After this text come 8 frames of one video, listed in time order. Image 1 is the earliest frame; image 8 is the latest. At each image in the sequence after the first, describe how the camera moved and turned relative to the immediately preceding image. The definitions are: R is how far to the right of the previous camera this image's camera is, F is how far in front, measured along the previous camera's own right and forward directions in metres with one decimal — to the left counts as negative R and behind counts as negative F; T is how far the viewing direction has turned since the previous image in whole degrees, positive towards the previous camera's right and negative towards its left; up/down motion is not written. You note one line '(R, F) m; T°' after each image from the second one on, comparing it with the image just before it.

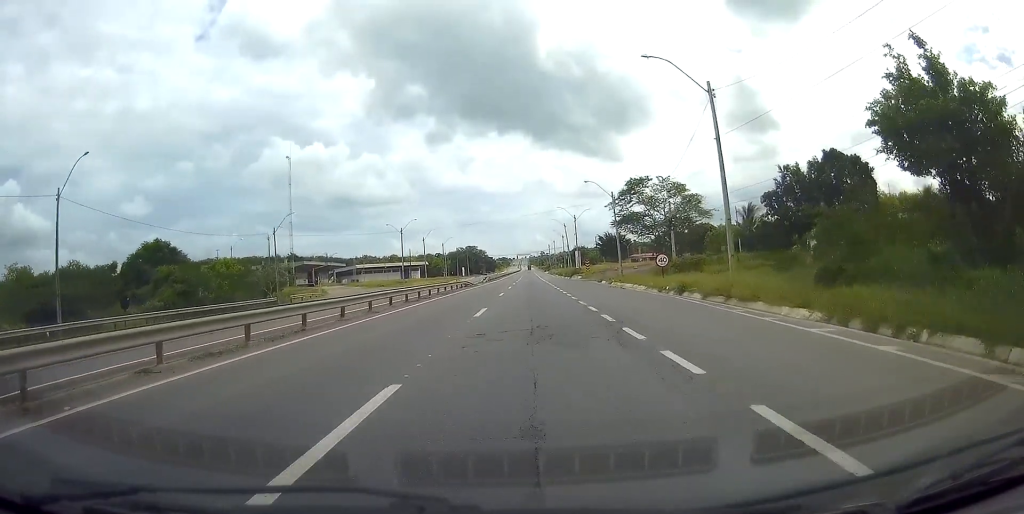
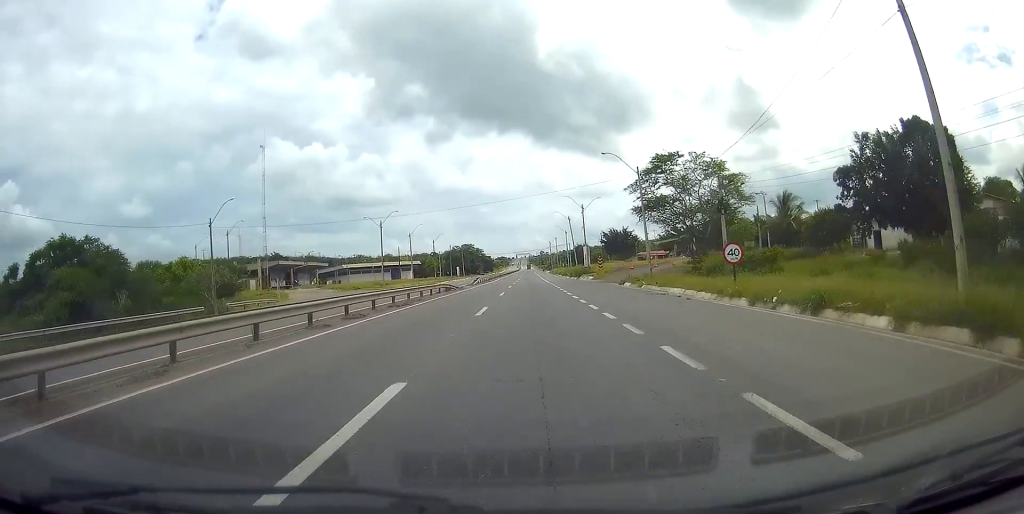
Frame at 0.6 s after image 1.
(-0.1, +15.5) m; 0°
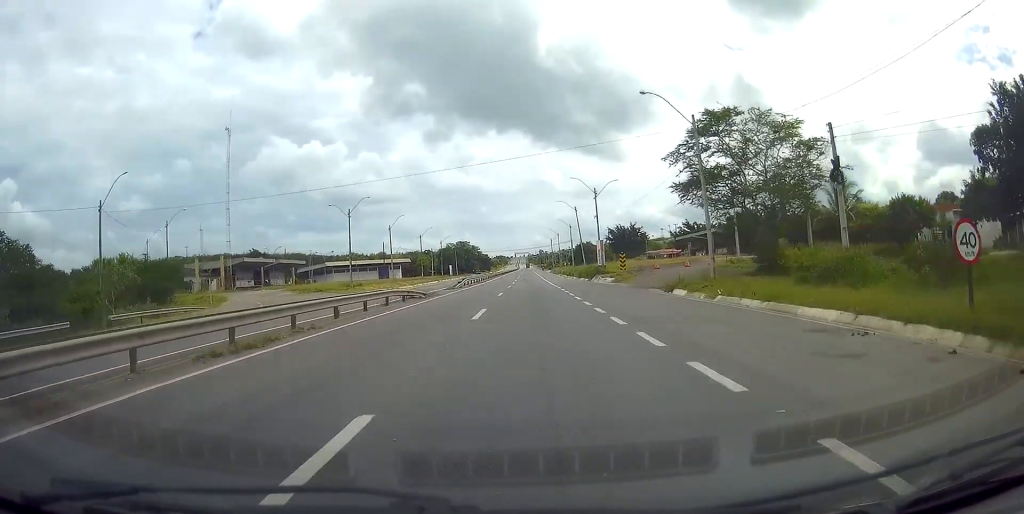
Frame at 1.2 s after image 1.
(-0.1, +17.3) m; +1°
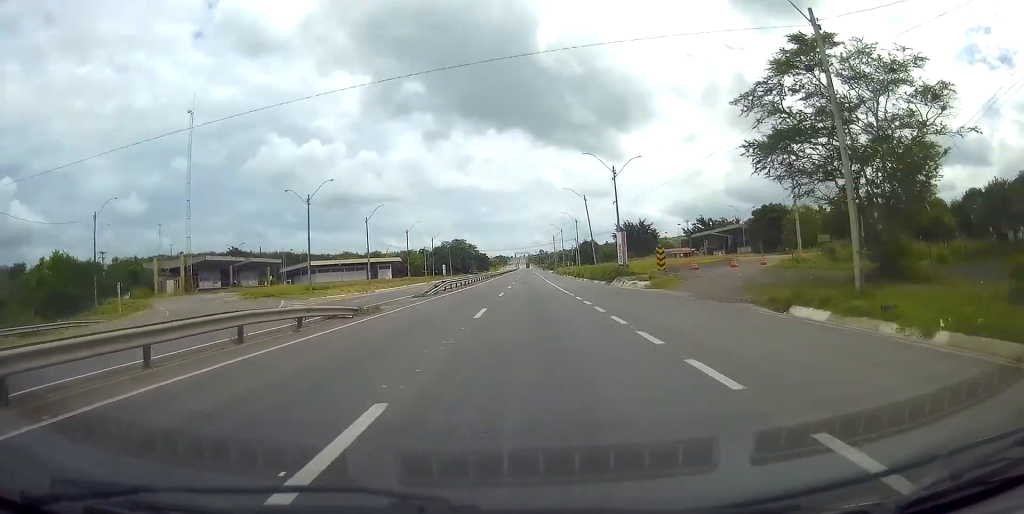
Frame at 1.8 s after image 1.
(+0.3, +15.6) m; 0°
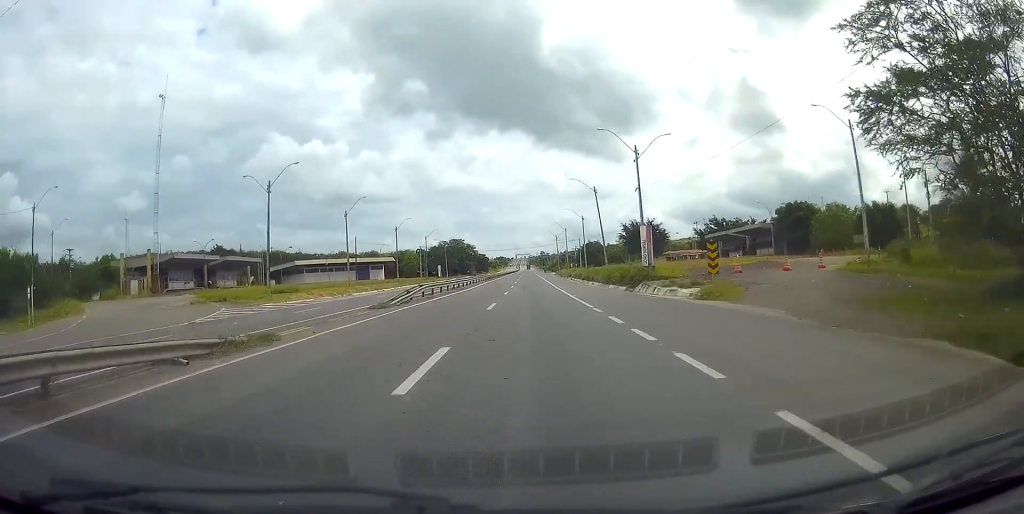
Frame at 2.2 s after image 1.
(+0.2, +11.0) m; 0°
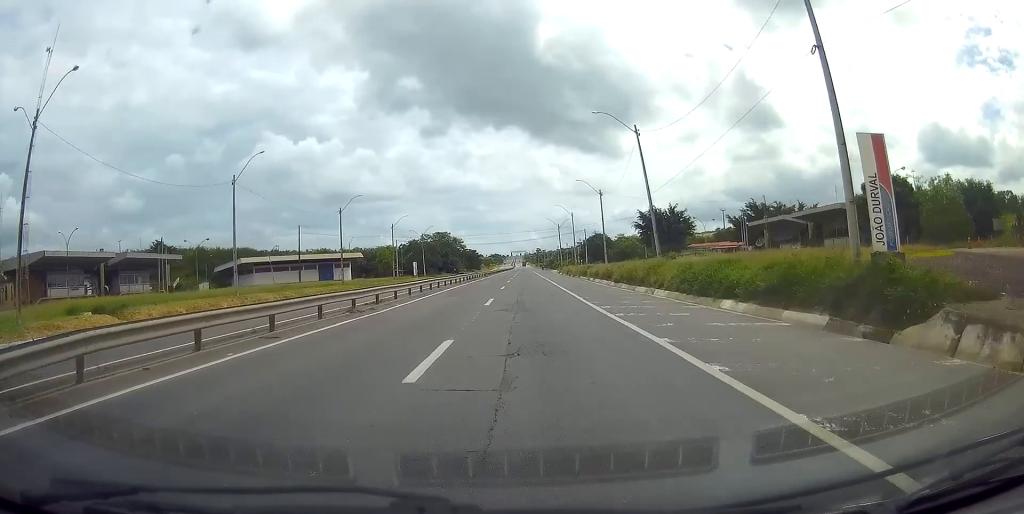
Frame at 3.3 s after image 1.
(-0.3, +31.0) m; 0°
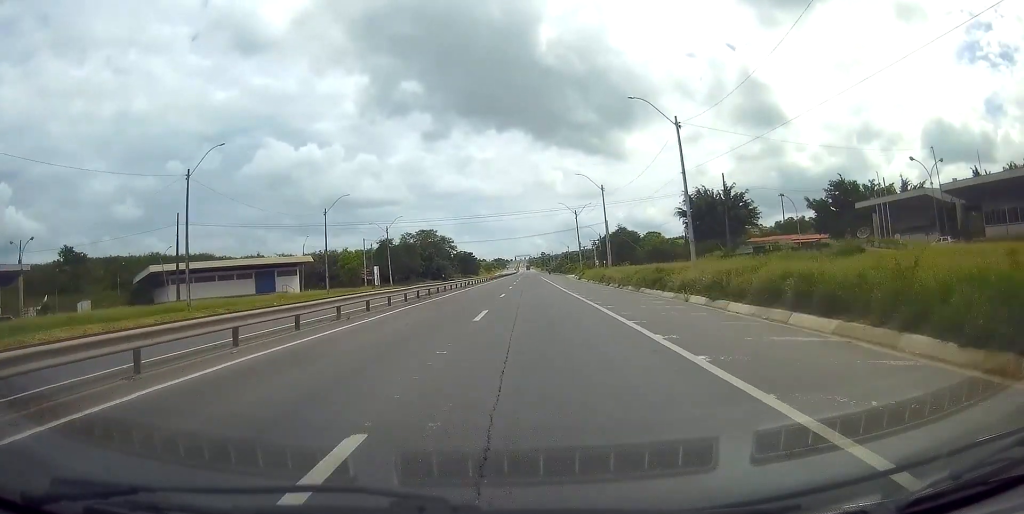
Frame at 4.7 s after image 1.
(+0.1, +38.1) m; 0°
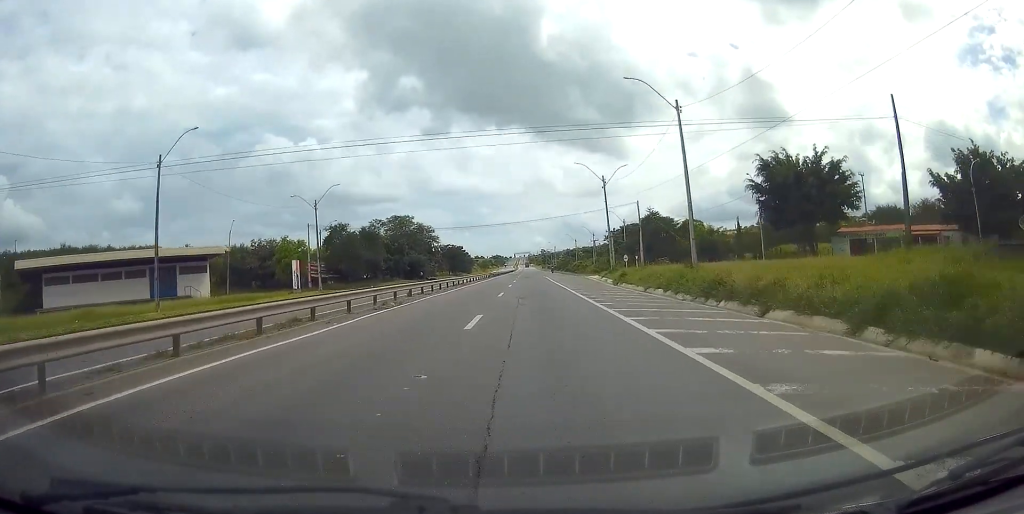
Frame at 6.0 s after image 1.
(+0.2, +34.5) m; 0°
